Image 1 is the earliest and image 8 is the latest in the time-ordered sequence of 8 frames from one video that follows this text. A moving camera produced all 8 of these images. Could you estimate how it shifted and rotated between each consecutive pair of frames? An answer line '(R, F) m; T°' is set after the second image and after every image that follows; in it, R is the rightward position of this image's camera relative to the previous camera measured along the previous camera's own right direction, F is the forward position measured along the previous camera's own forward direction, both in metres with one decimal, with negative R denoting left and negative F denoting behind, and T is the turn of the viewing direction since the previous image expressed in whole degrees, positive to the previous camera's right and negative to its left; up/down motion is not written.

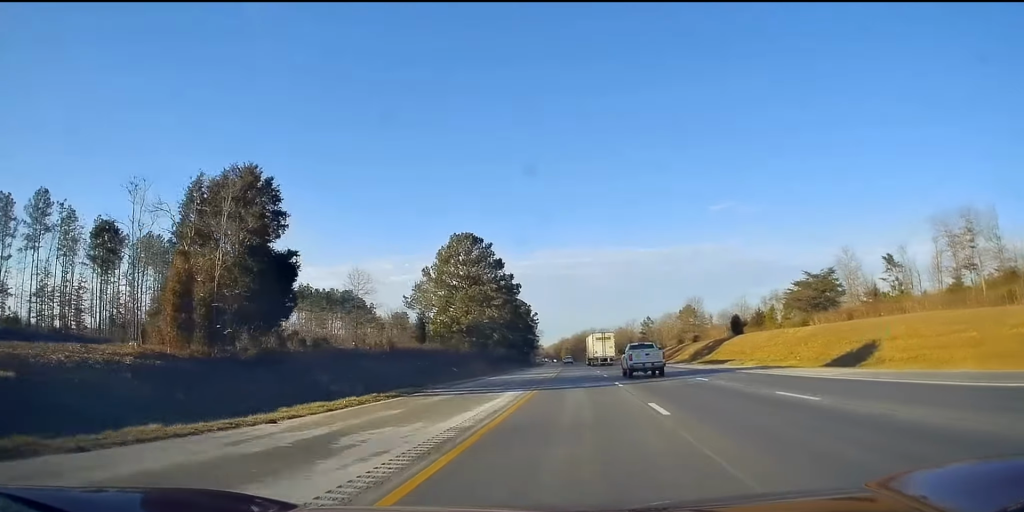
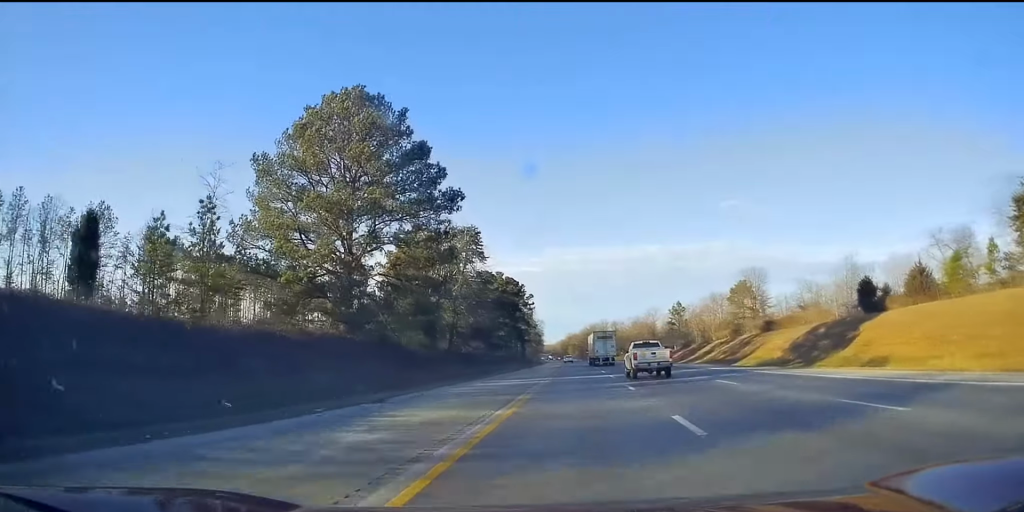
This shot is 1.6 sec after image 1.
(-1.0, +52.9) m; -1°
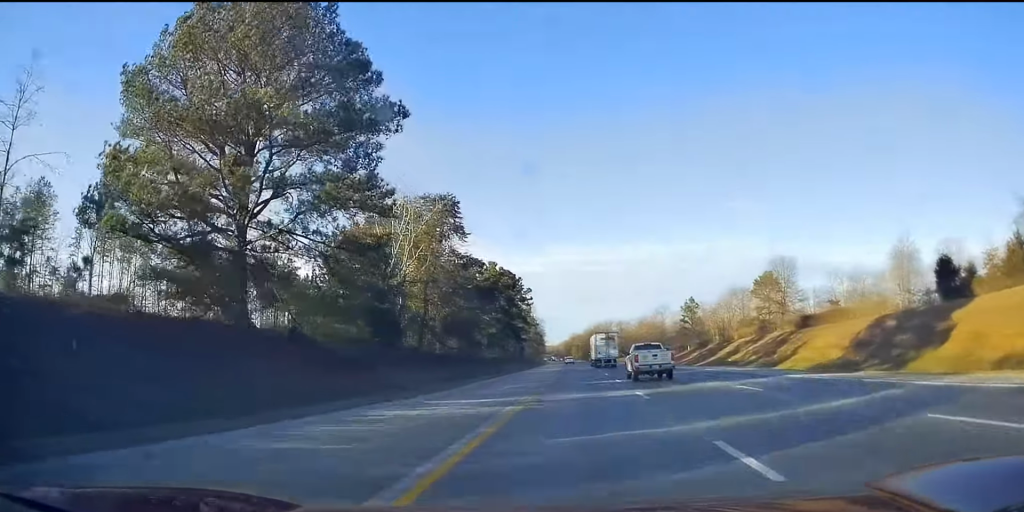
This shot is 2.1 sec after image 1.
(-0.1, +15.6) m; 0°
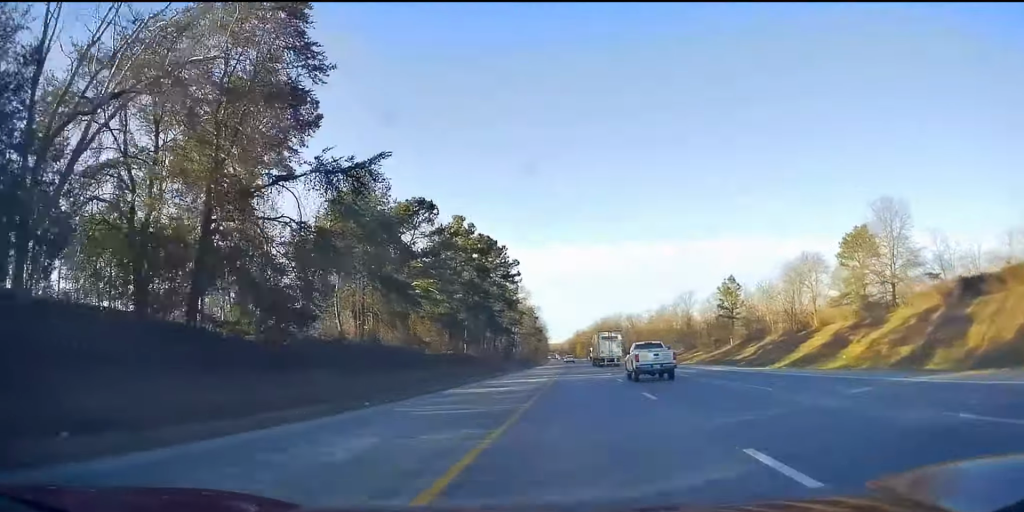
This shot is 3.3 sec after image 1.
(+0.4, +37.5) m; 0°
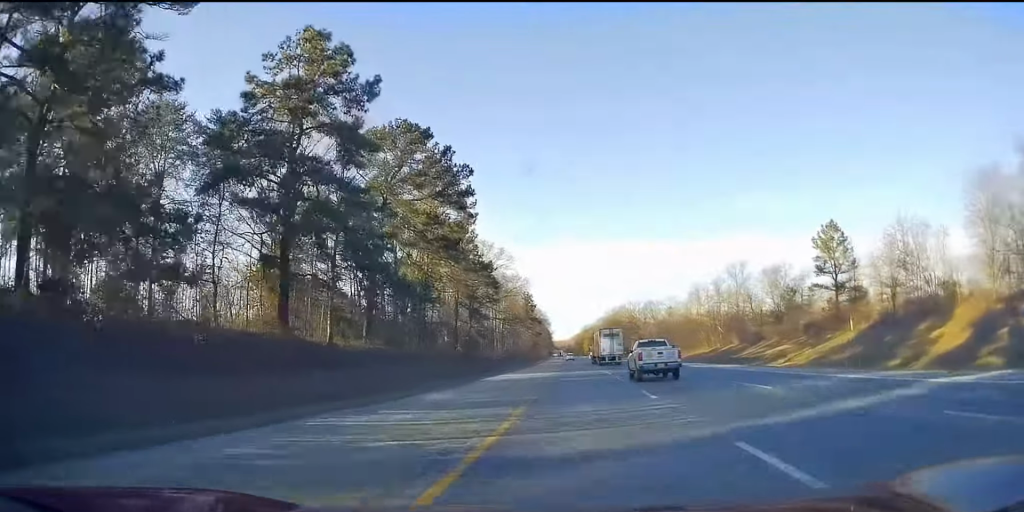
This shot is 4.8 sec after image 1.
(-0.8, +47.8) m; -1°
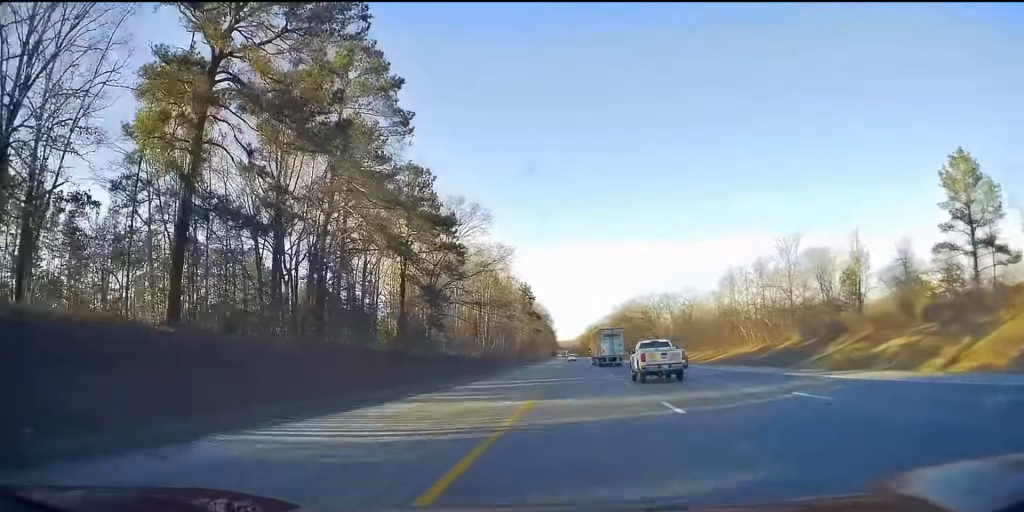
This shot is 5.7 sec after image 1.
(0.0, +28.6) m; -1°
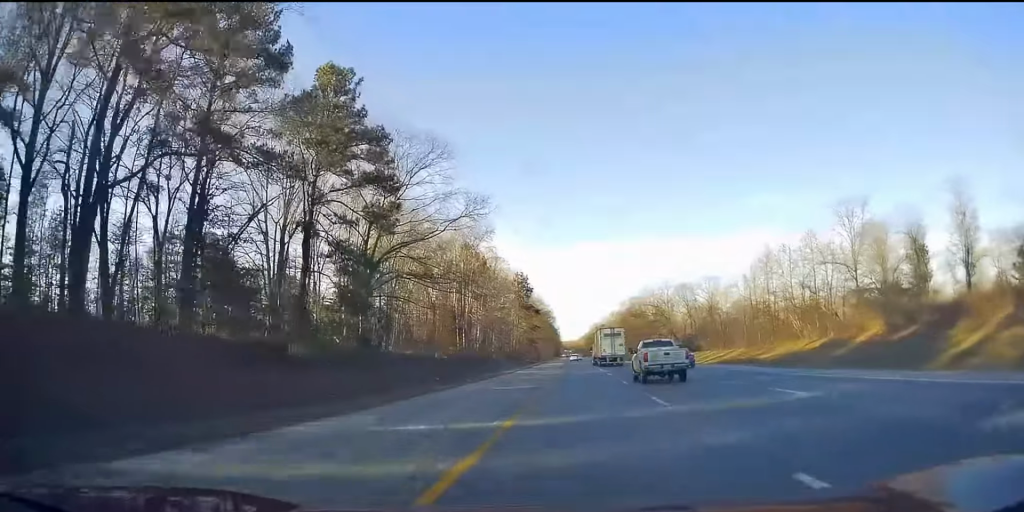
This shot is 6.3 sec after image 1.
(-0.5, +22.1) m; 0°
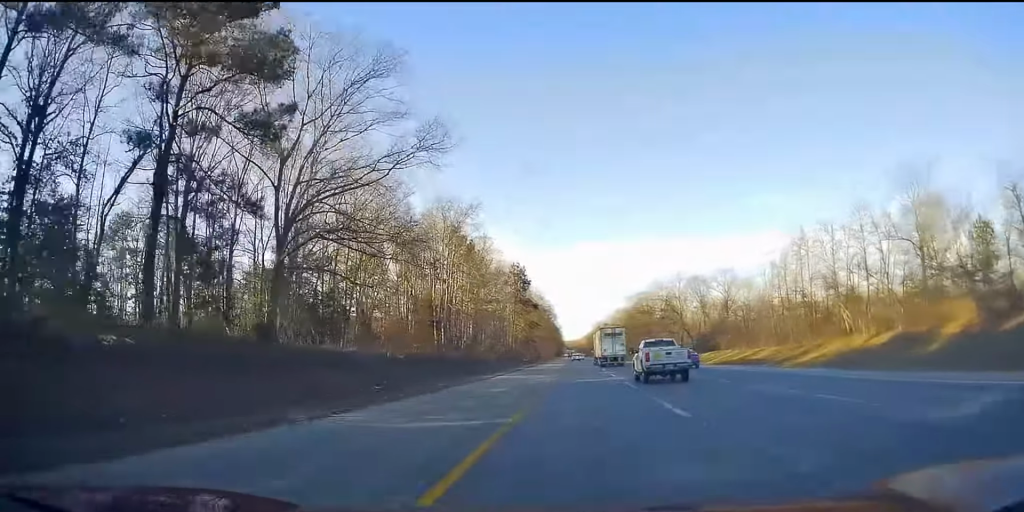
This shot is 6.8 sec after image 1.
(+0.2, +15.2) m; 0°
